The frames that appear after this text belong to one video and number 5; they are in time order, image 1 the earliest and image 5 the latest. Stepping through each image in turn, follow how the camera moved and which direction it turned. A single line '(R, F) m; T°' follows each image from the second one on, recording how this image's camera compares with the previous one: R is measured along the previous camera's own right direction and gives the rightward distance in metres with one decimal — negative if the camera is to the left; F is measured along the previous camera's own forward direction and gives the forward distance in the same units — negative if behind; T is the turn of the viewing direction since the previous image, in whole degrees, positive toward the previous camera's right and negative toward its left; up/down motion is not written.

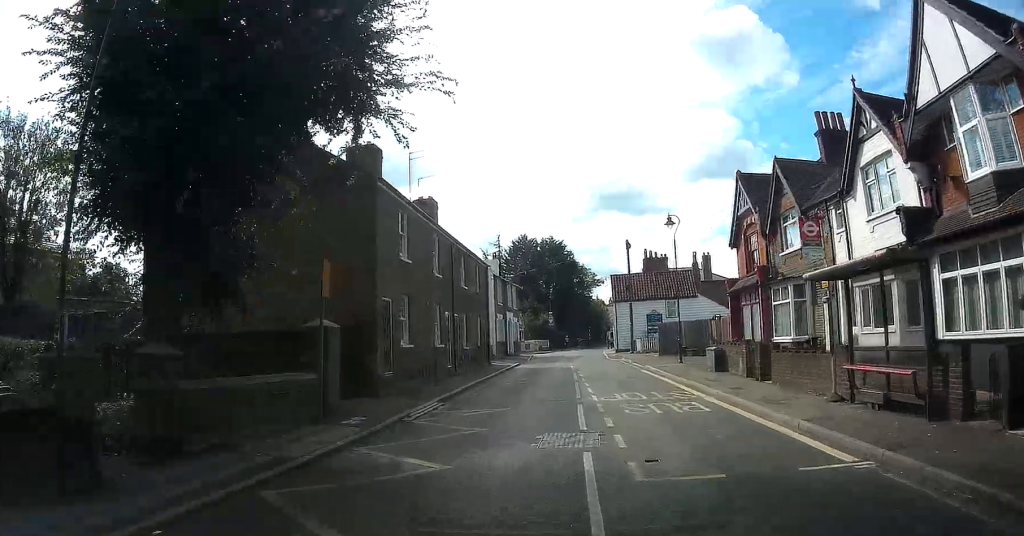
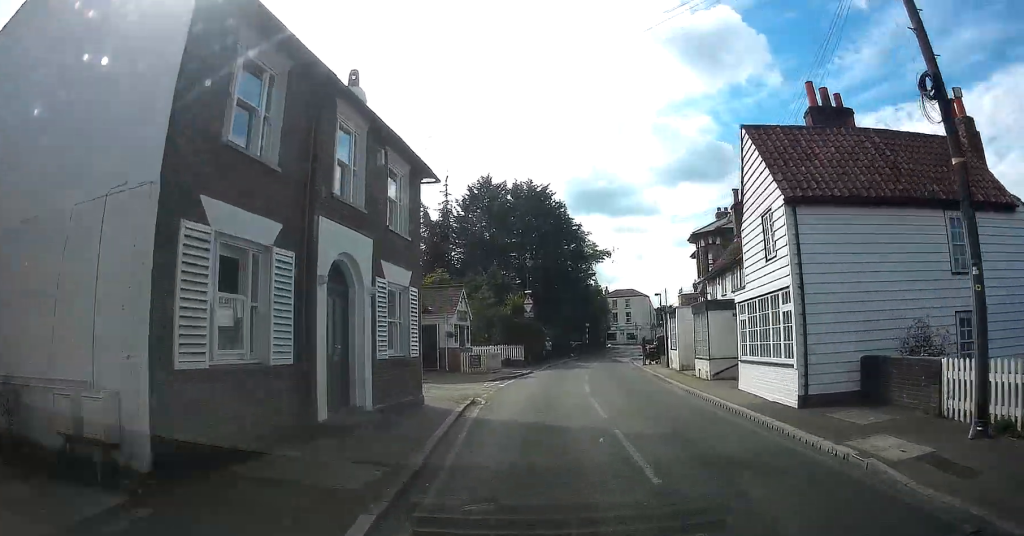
(0.0, +35.2) m; 0°
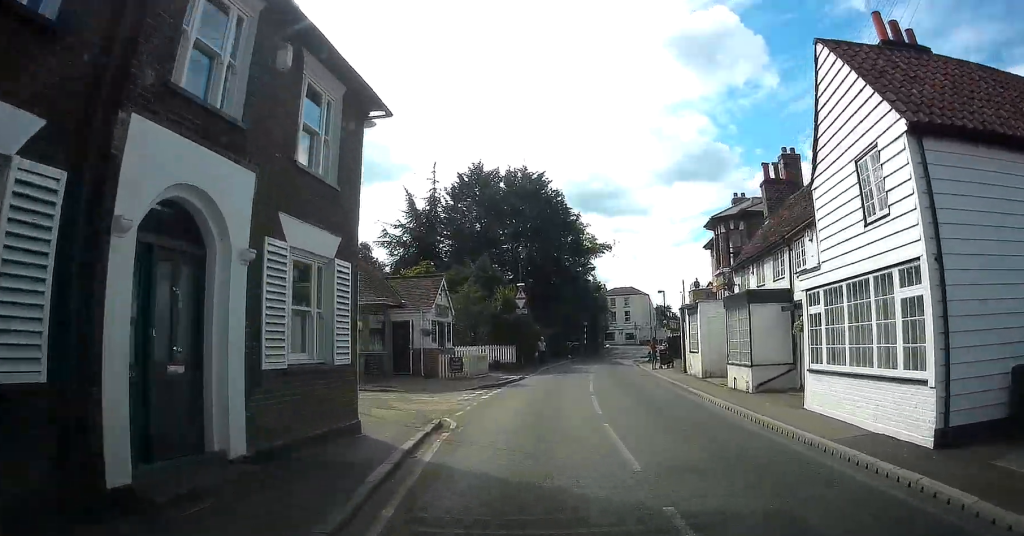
(0.0, +4.6) m; 0°
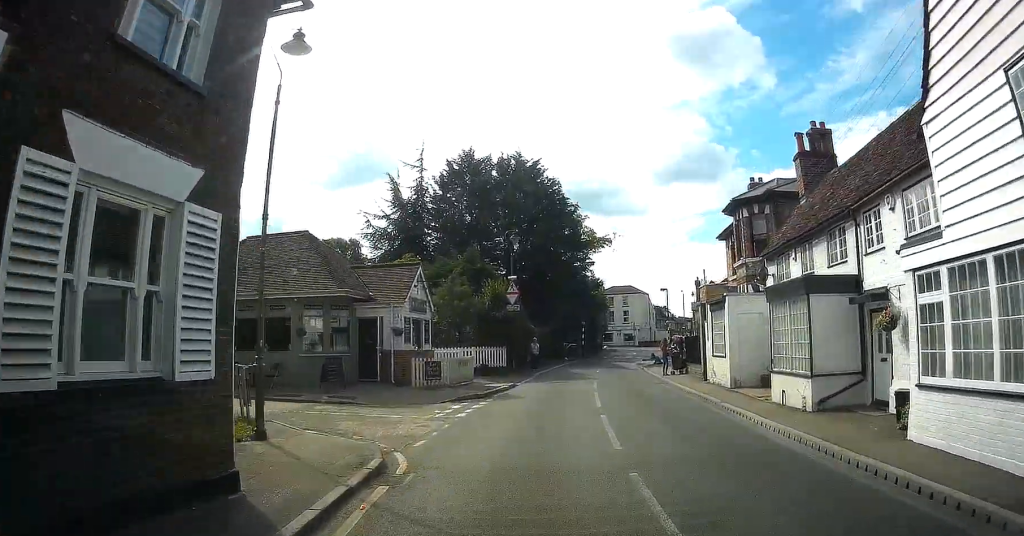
(-0.1, +4.0) m; +1°
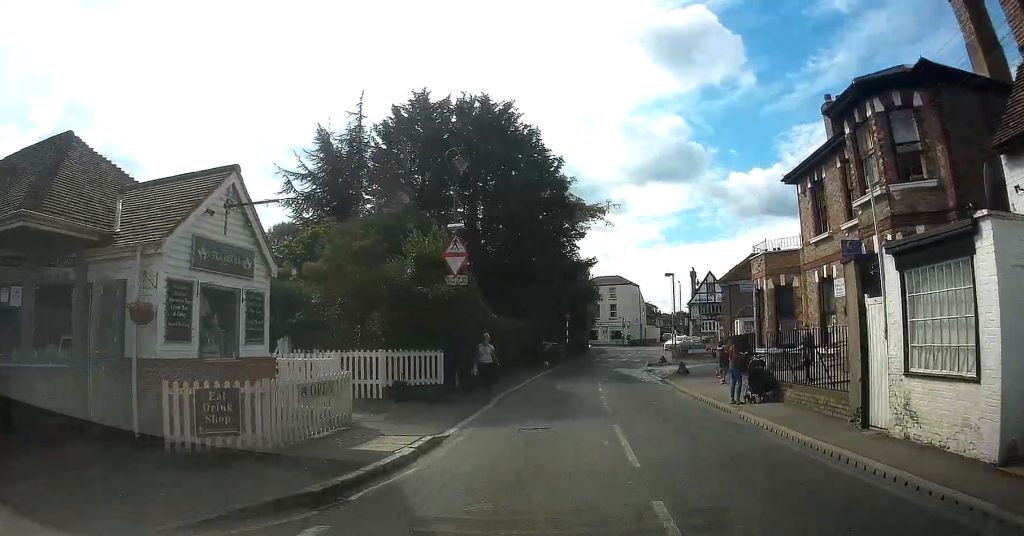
(+0.4, +12.5) m; +3°
